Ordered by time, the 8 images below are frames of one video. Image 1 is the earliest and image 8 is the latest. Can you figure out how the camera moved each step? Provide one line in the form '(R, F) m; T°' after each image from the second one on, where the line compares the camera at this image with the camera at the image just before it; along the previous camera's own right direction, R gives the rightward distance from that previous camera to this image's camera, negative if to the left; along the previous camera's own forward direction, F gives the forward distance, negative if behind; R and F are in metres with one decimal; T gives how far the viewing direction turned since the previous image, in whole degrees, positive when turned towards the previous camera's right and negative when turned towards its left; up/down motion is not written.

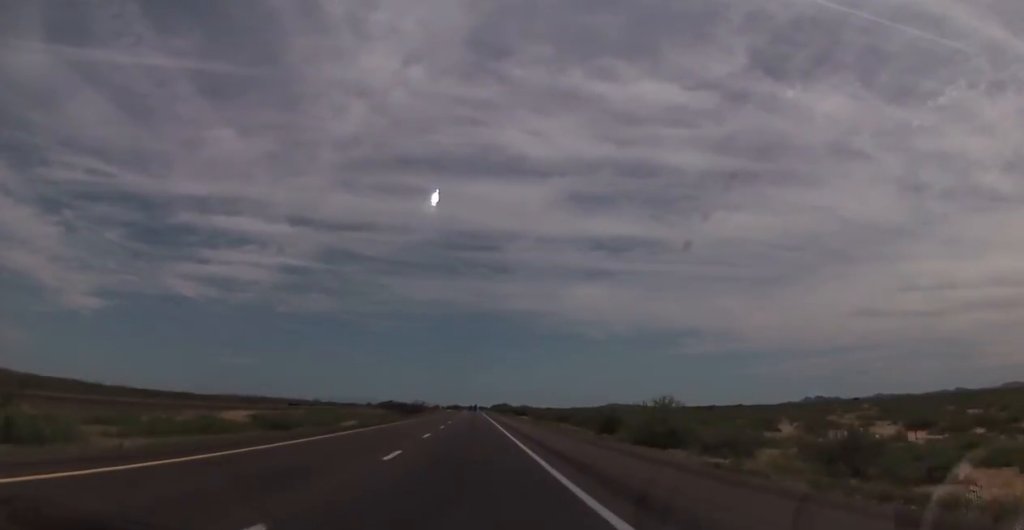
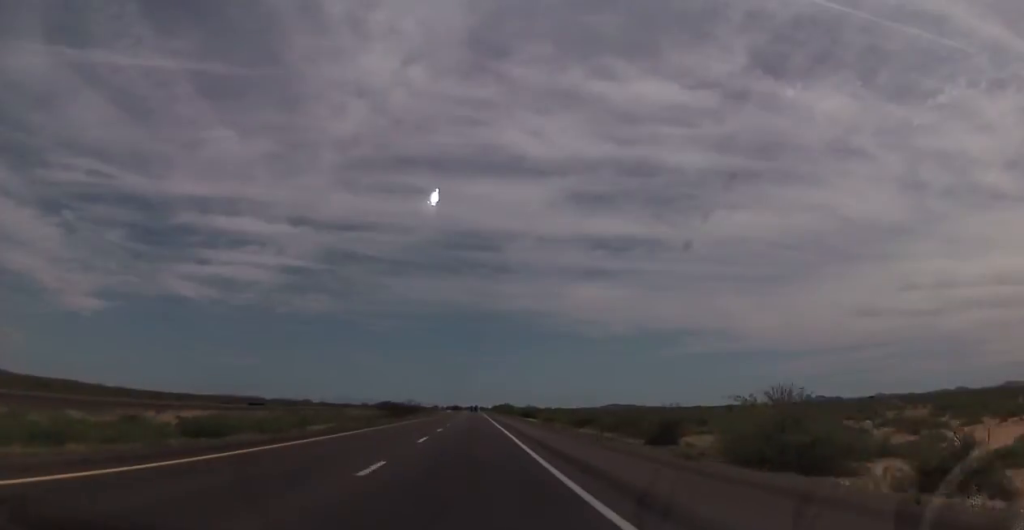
(0.0, +13.2) m; 0°
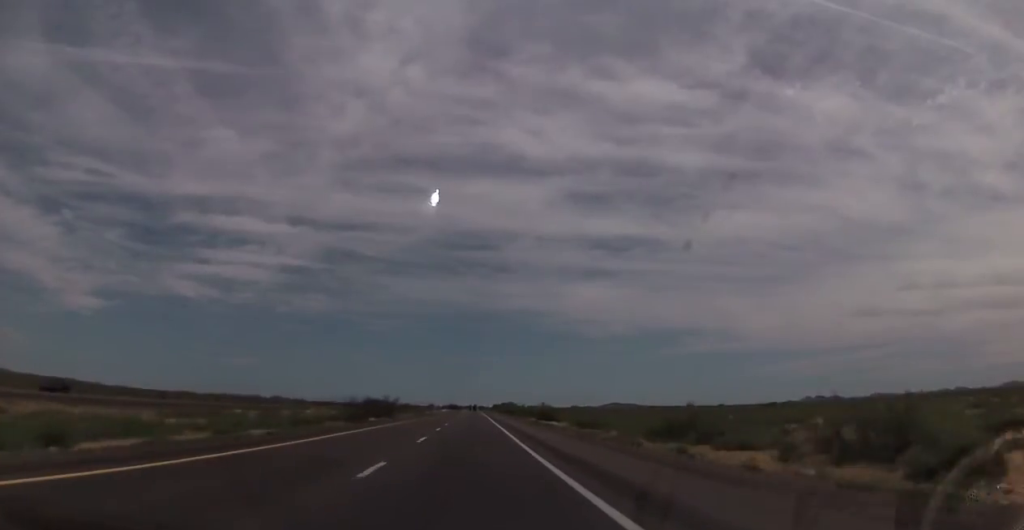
(0.0, +30.4) m; 0°
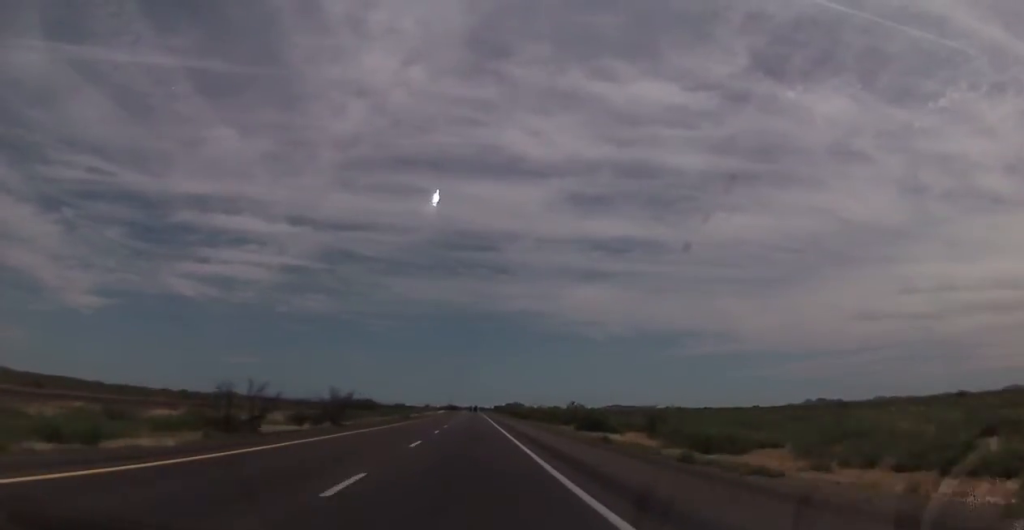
(-0.2, +36.1) m; -1°
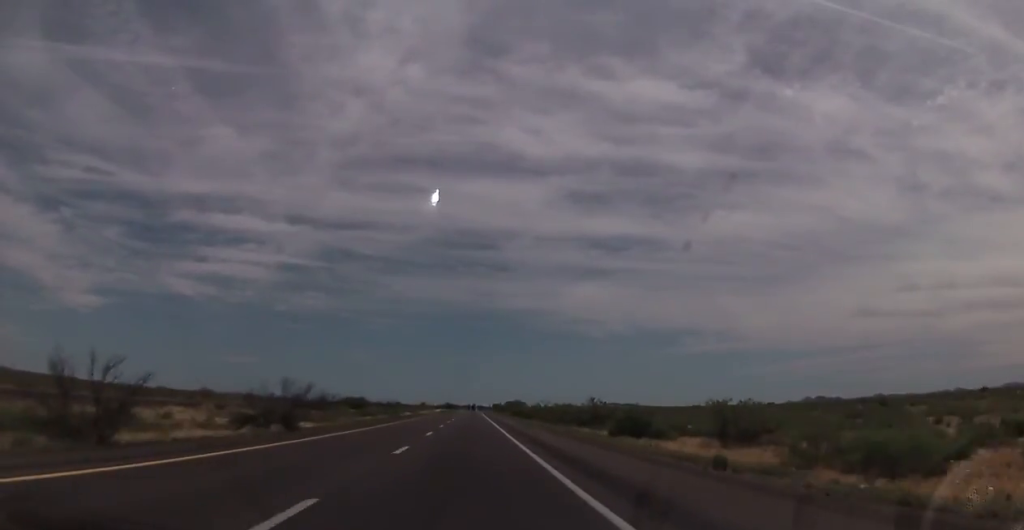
(-0.1, +15.8) m; 0°
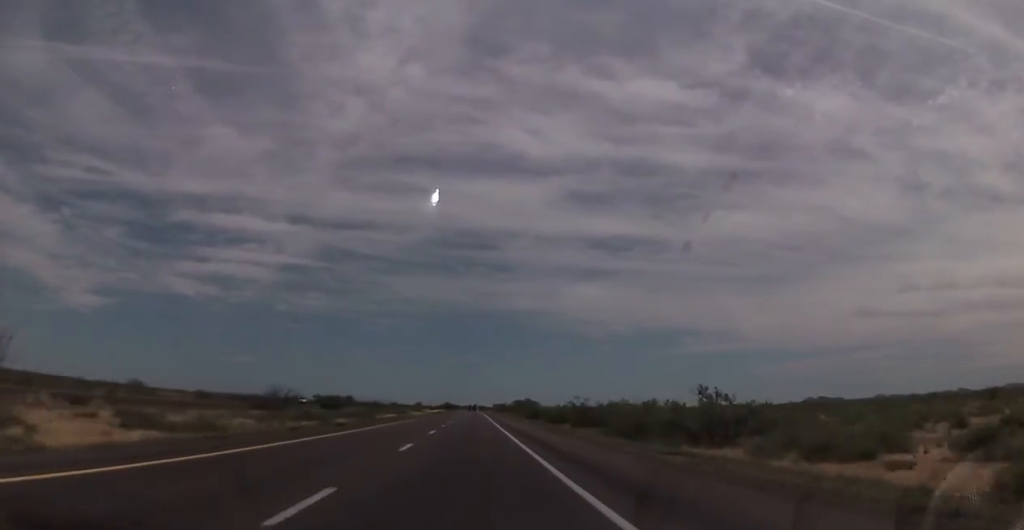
(+0.1, +36.5) m; 0°
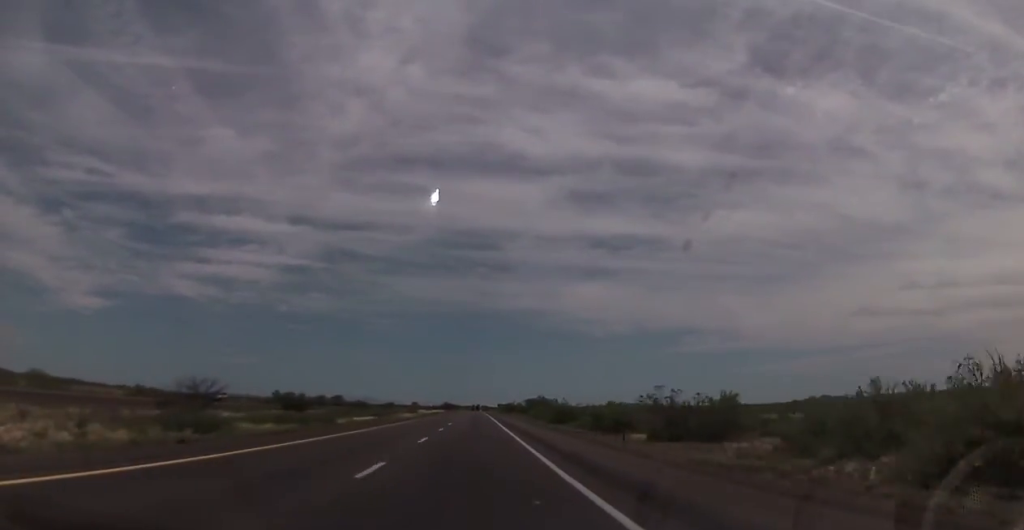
(+0.2, +35.1) m; 0°
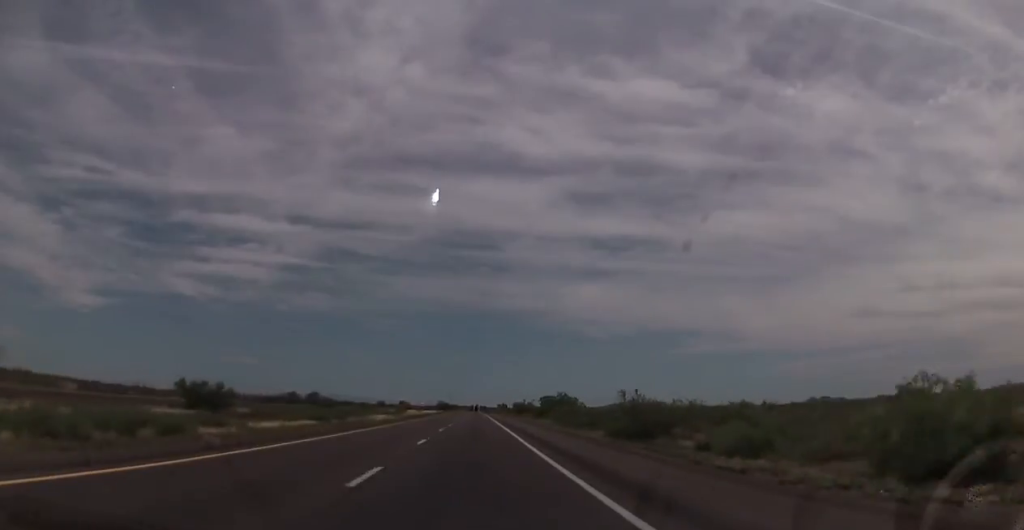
(-0.1, +42.9) m; 0°
